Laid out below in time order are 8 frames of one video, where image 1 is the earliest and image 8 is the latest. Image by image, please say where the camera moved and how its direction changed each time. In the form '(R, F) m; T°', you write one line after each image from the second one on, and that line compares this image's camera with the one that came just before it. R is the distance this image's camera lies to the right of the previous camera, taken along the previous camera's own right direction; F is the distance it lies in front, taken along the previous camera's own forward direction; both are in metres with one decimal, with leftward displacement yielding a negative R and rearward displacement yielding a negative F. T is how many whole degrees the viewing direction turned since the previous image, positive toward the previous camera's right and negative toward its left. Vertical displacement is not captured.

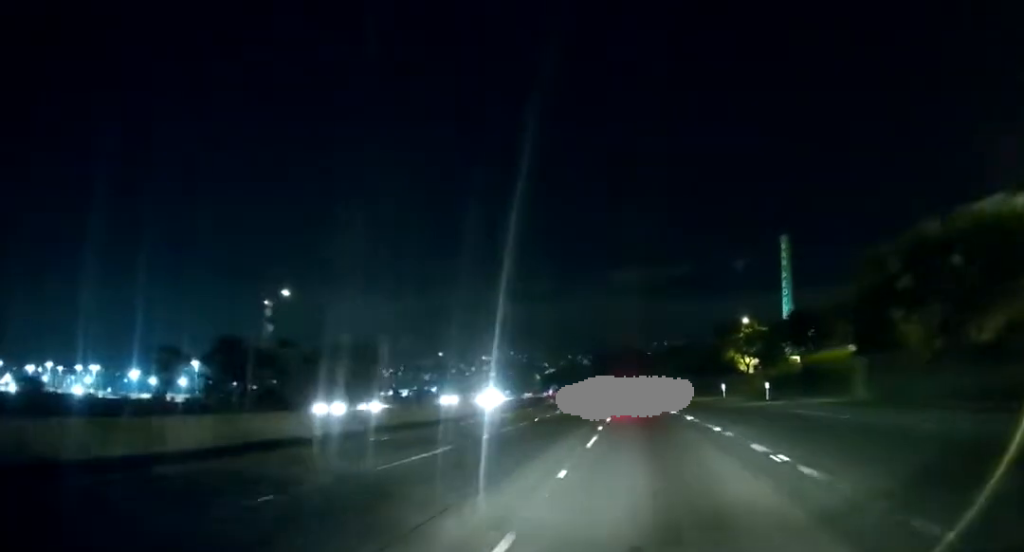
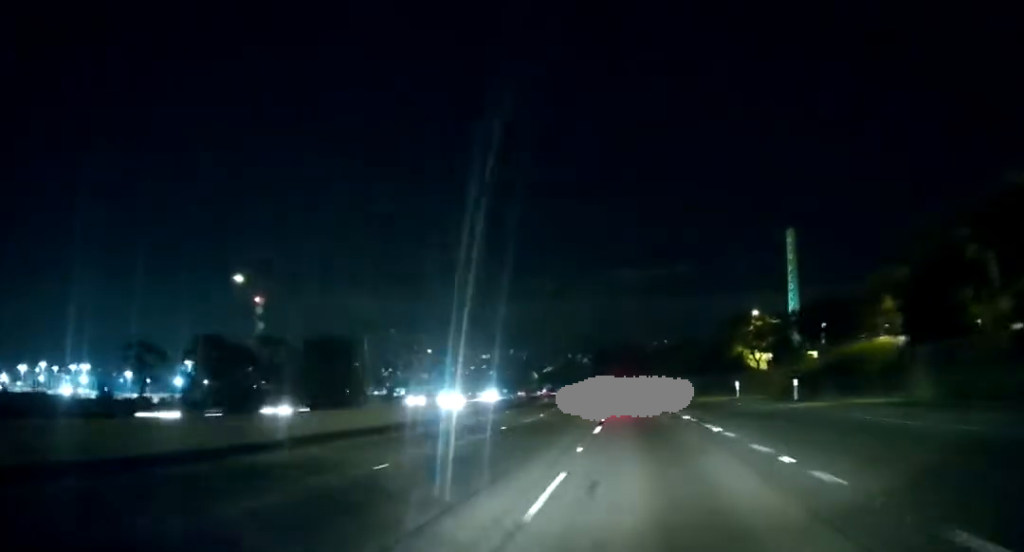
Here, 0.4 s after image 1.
(-0.1, +9.4) m; 0°
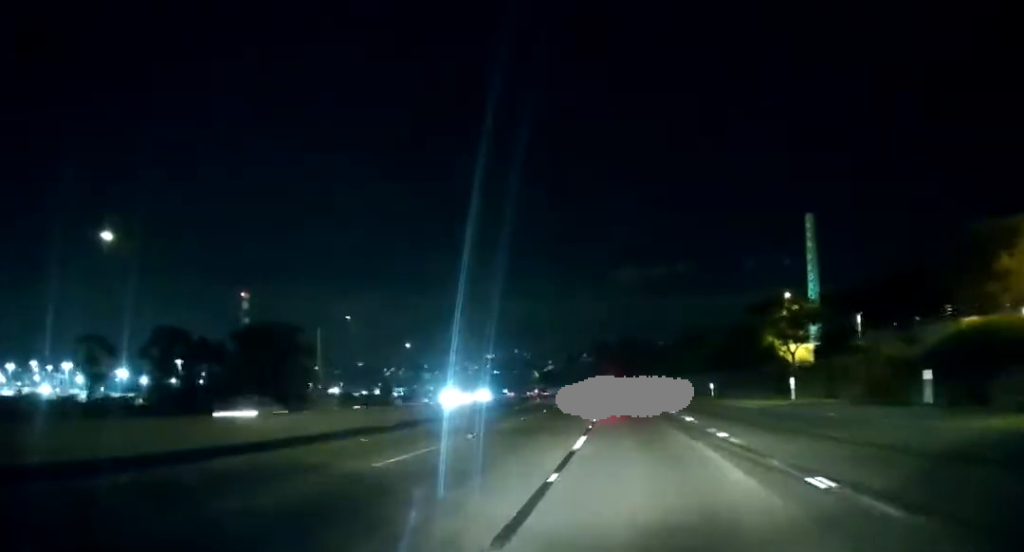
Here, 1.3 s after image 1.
(+0.4, +20.8) m; 0°
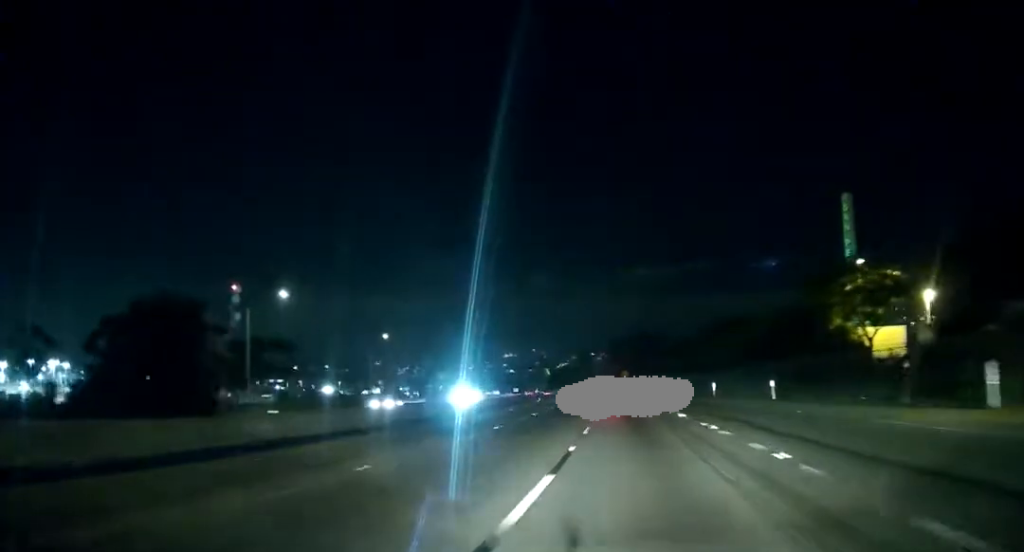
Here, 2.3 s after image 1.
(-0.3, +24.5) m; -1°
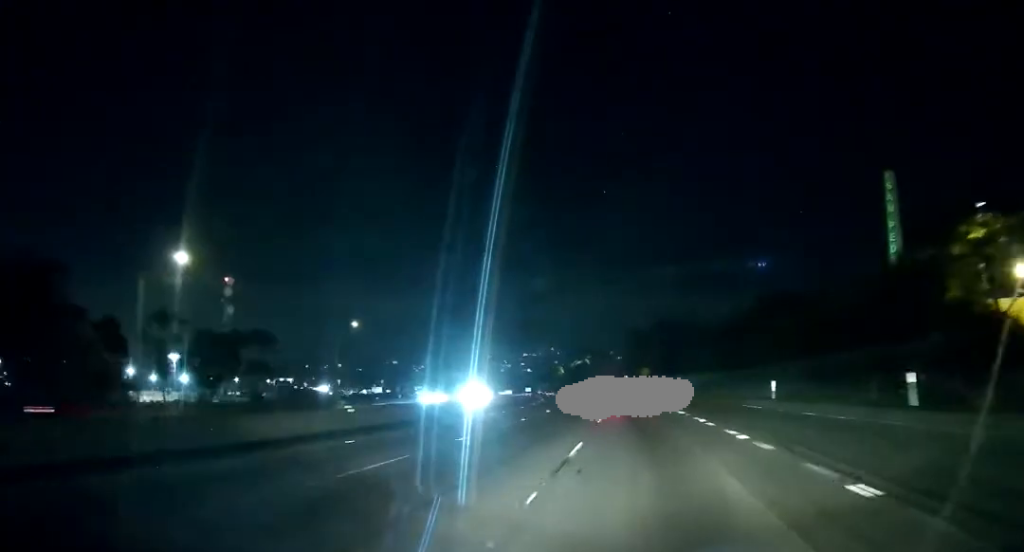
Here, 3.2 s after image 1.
(-0.1, +23.2) m; -2°
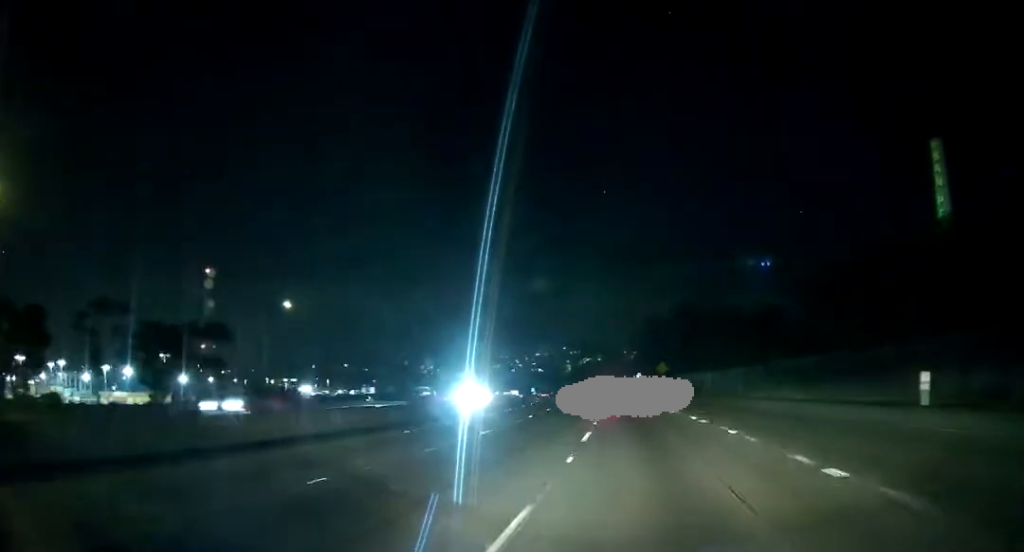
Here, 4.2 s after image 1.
(-0.7, +26.2) m; -1°
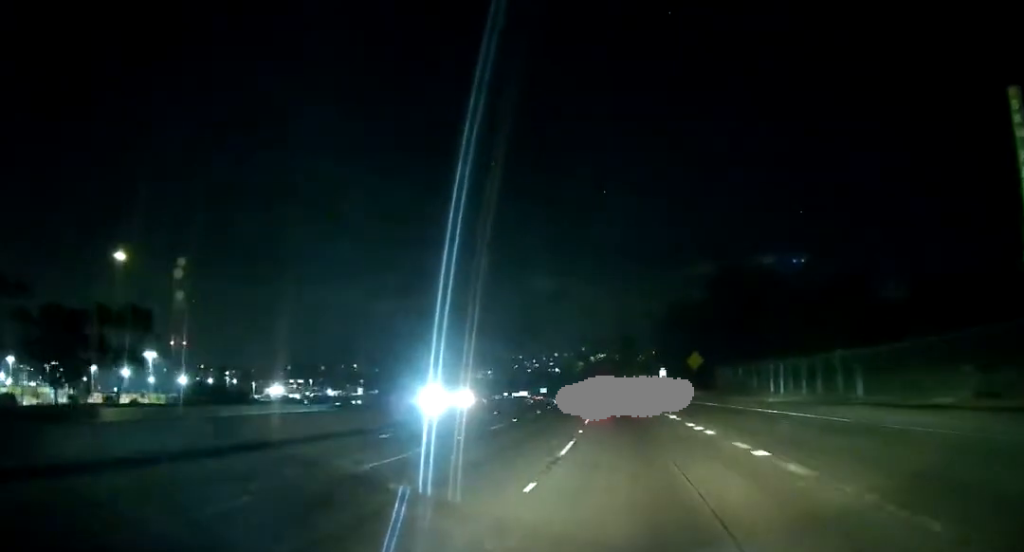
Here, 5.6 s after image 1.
(-0.2, +36.1) m; -2°
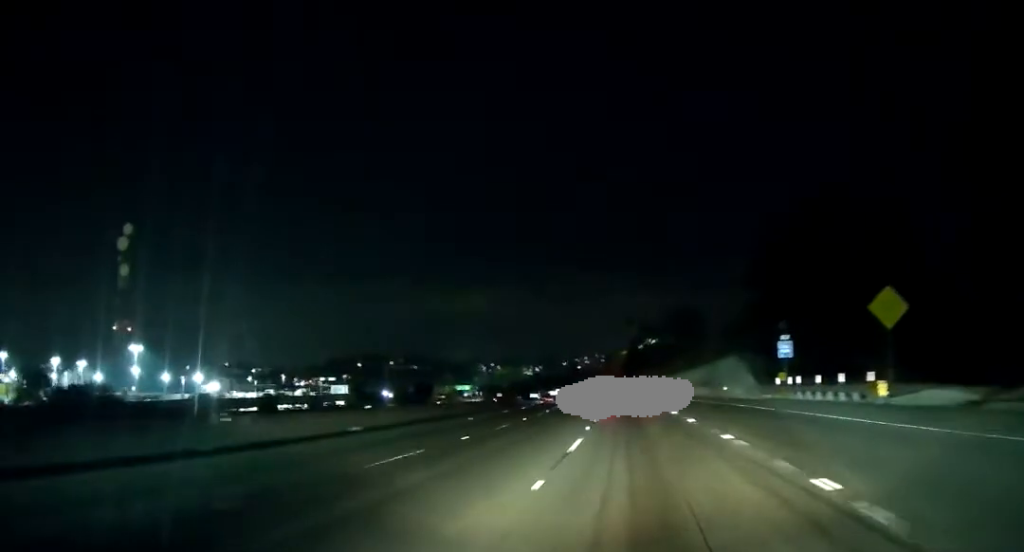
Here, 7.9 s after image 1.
(-2.6, +68.5) m; -4°
